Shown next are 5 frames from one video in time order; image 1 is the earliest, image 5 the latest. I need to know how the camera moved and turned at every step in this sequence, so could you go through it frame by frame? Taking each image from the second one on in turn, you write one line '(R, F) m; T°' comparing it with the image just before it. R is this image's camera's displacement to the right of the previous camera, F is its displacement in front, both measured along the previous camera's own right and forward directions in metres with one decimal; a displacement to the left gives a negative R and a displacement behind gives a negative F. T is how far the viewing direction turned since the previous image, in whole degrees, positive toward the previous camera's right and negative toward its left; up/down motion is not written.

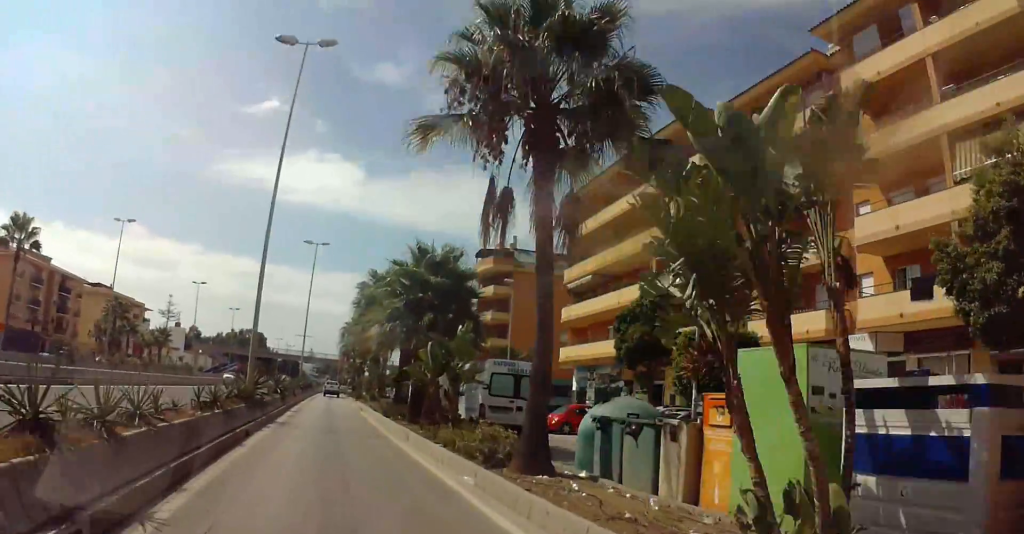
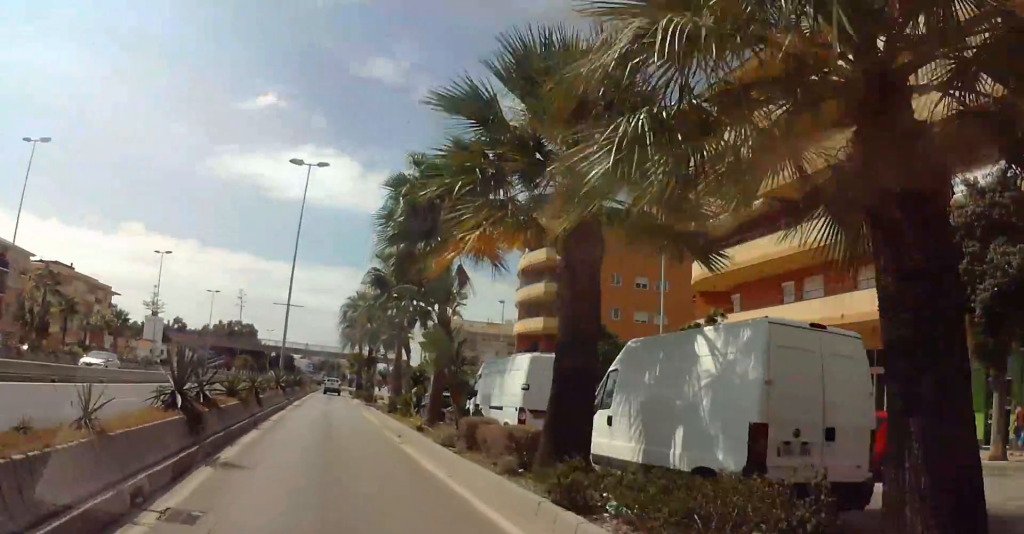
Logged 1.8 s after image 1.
(0.0, +21.0) m; -1°
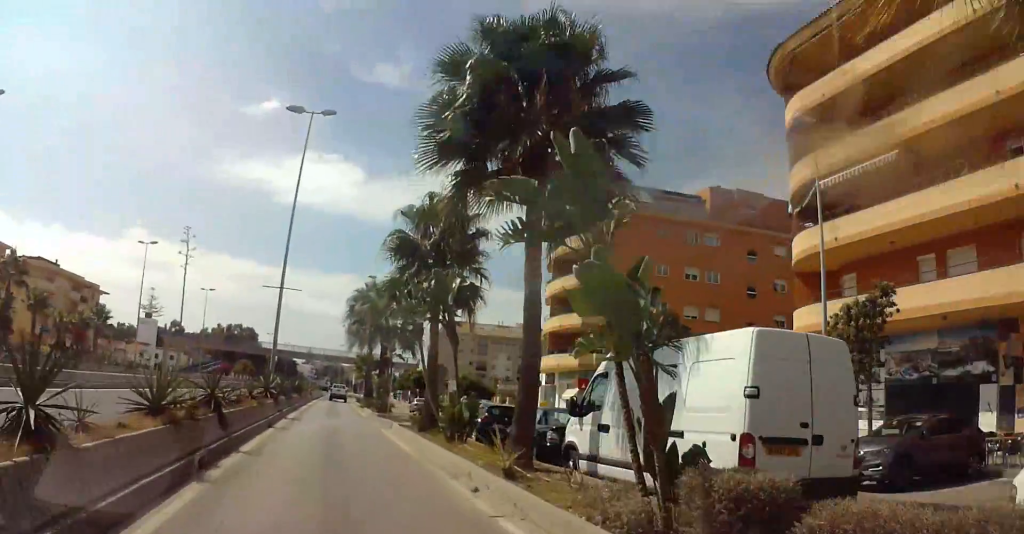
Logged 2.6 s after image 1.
(-0.1, +8.9) m; 0°
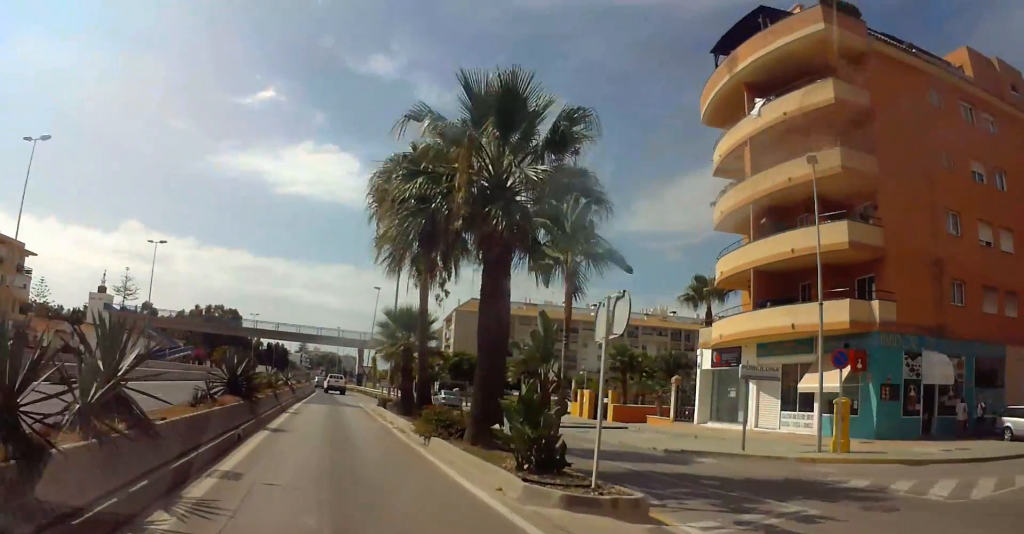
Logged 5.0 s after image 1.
(-0.3, +28.7) m; -2°
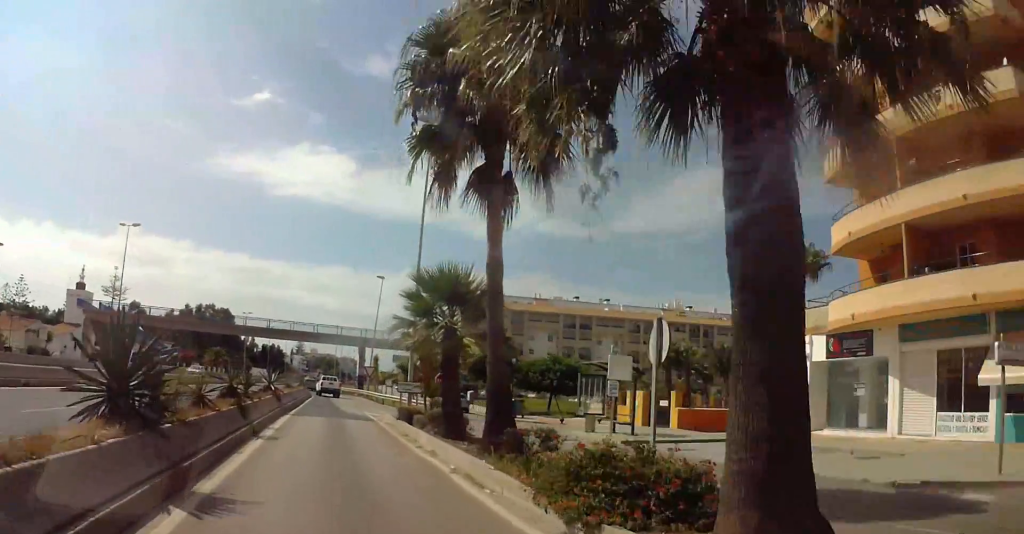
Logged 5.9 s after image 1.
(0.0, +9.9) m; -2°
